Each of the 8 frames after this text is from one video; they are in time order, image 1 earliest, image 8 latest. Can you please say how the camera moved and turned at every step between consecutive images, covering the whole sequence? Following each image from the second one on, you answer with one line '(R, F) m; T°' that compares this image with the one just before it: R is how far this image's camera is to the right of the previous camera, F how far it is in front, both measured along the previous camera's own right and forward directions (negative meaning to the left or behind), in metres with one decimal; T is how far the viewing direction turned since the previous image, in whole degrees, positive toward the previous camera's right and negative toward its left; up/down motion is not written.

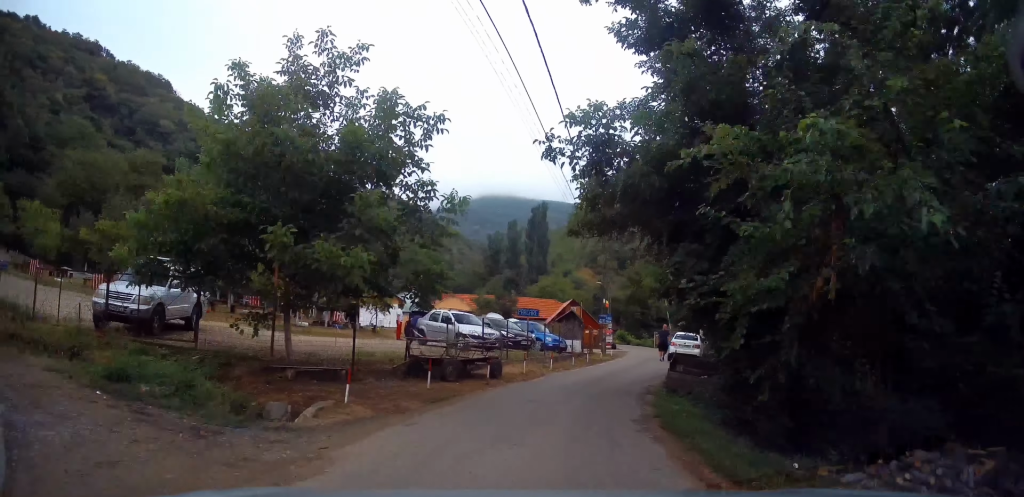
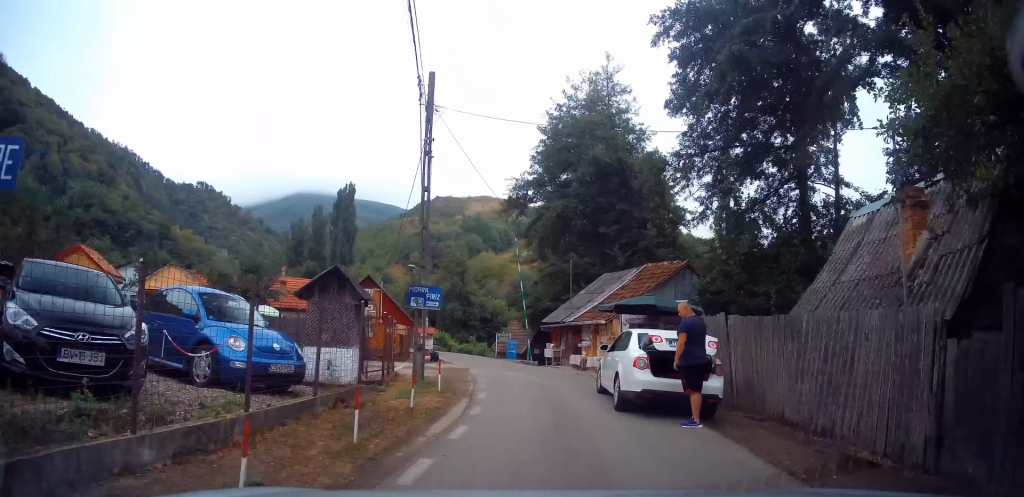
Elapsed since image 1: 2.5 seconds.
(+2.9, +17.5) m; +20°
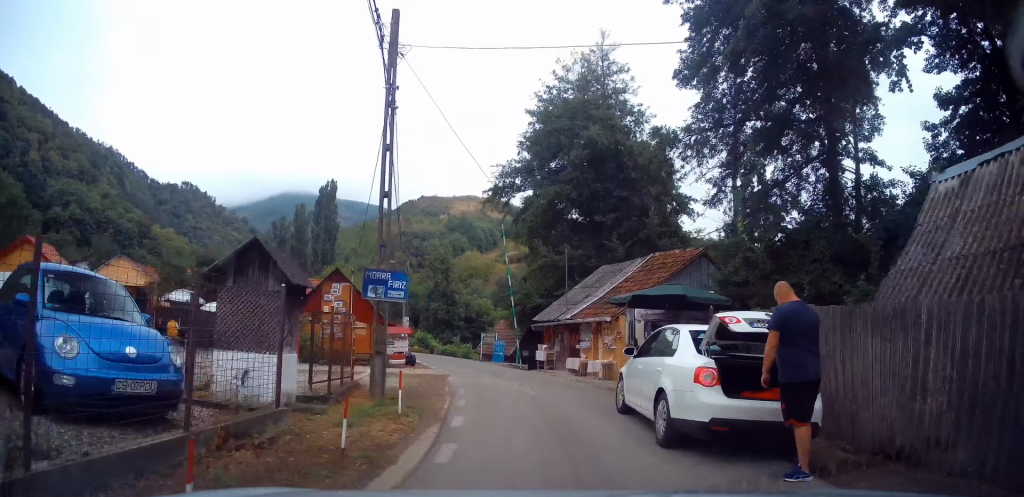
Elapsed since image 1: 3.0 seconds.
(+0.1, +3.1) m; +2°
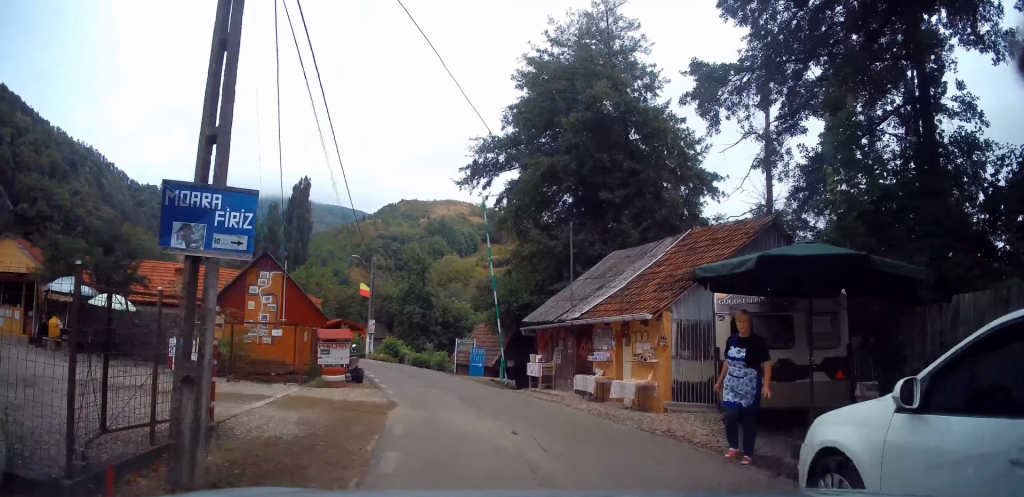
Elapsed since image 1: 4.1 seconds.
(+0.1, +6.3) m; +2°
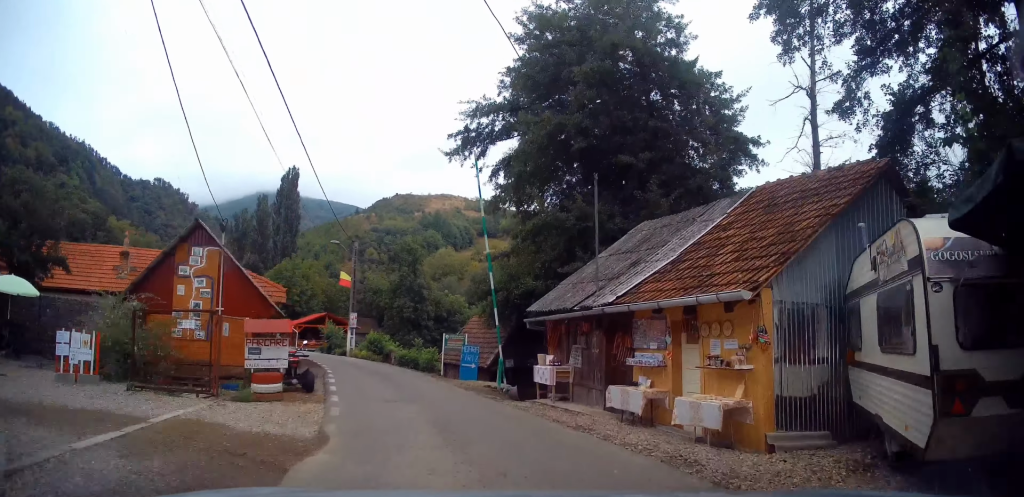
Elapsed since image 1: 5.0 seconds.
(0.0, +4.4) m; 0°
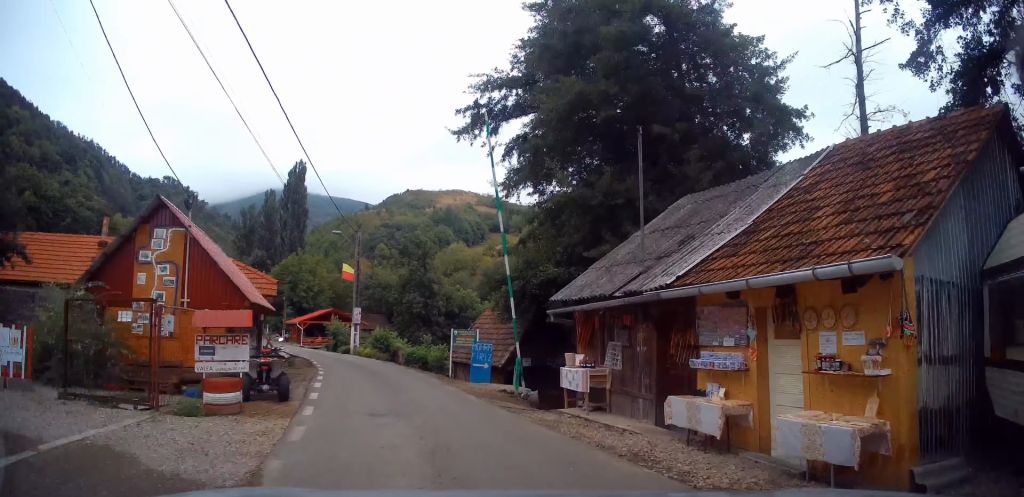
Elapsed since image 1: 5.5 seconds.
(+0.1, +2.5) m; -2°
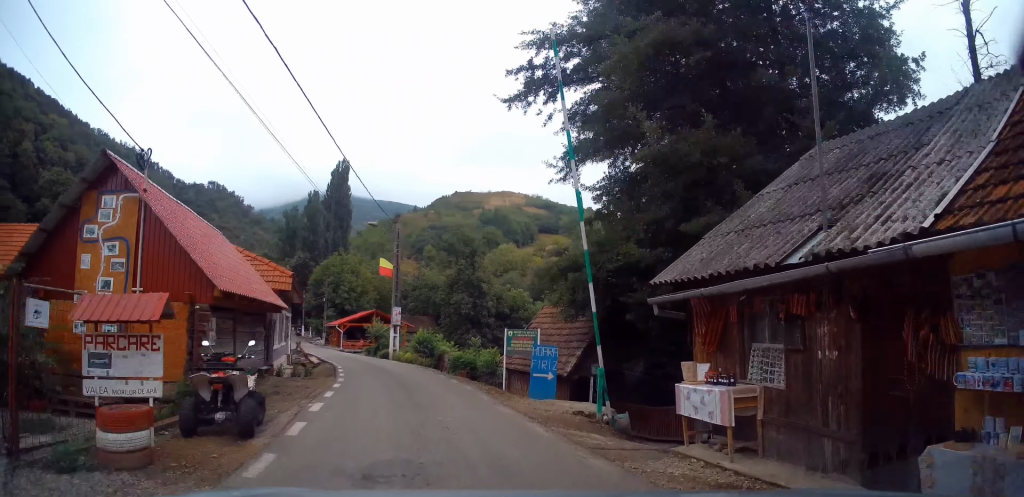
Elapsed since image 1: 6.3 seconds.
(-0.2, +4.0) m; -6°
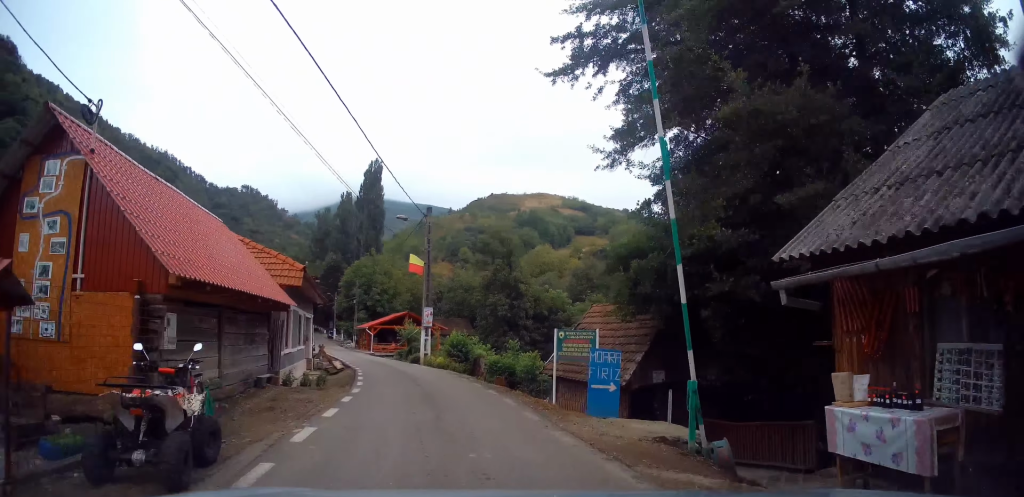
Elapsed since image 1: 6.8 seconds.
(0.0, +2.5) m; -5°
